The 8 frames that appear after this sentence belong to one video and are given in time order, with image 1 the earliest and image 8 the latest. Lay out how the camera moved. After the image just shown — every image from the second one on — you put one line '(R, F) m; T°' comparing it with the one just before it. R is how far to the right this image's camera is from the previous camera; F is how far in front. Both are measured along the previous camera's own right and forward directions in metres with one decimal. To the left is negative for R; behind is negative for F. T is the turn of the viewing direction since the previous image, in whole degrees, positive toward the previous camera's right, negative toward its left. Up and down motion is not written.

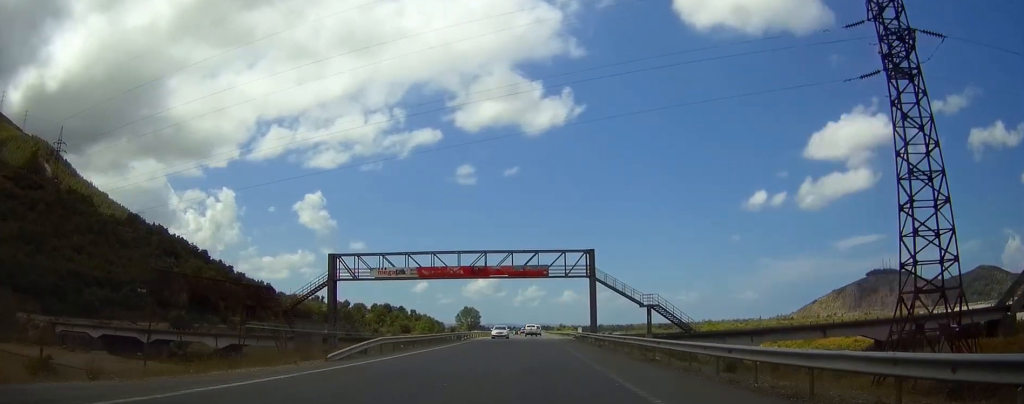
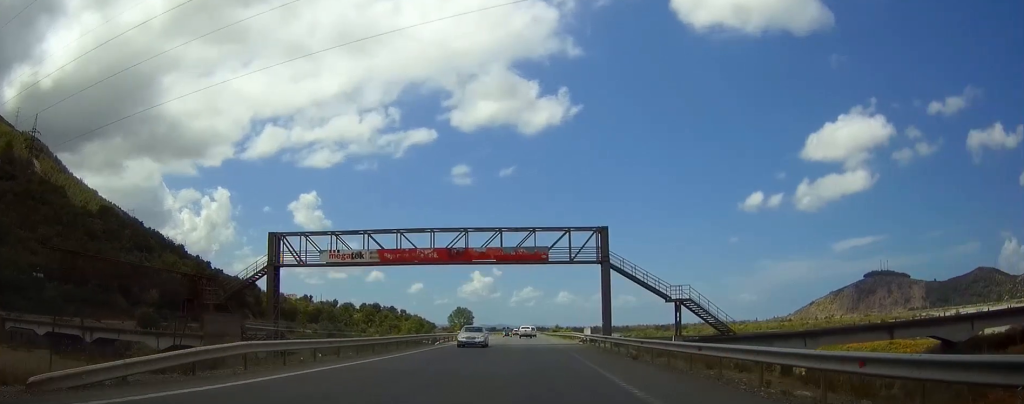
(0.0, +15.1) m; 0°
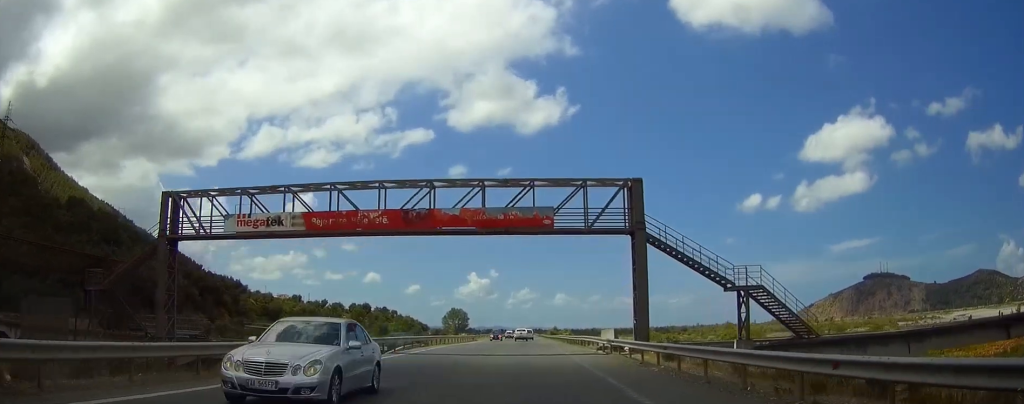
(+0.1, +17.6) m; 0°
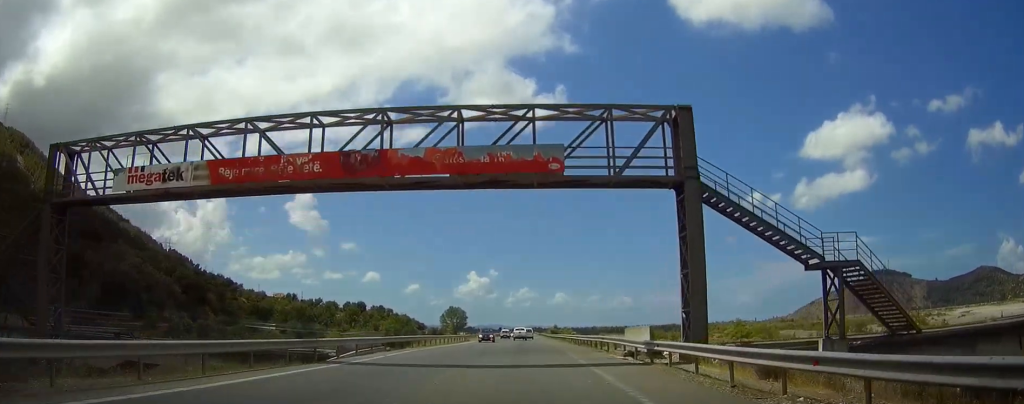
(0.0, +11.6) m; 0°
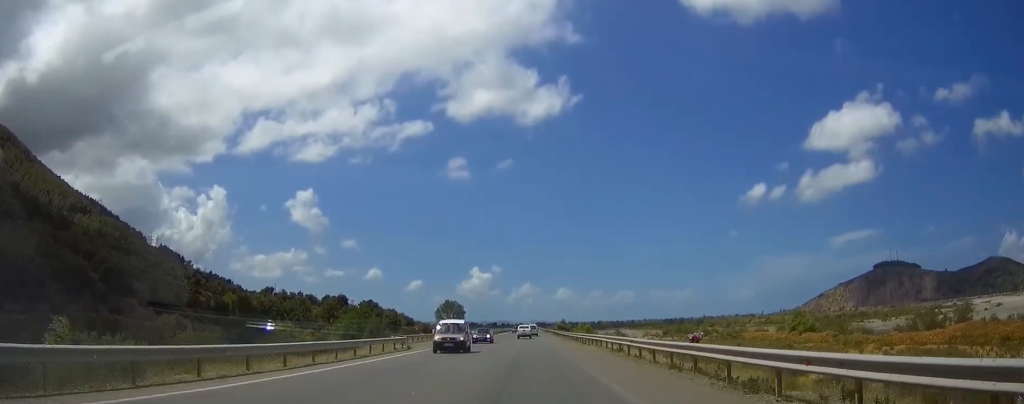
(+0.2, +45.2) m; 0°
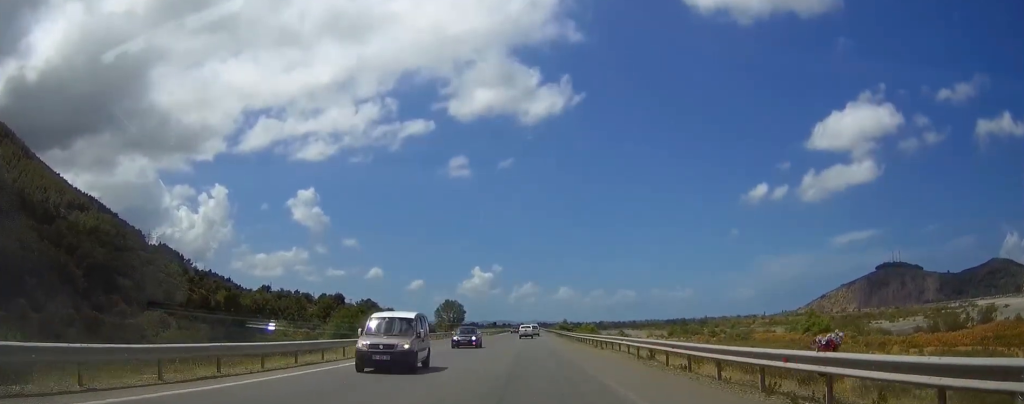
(-0.1, +8.0) m; 0°
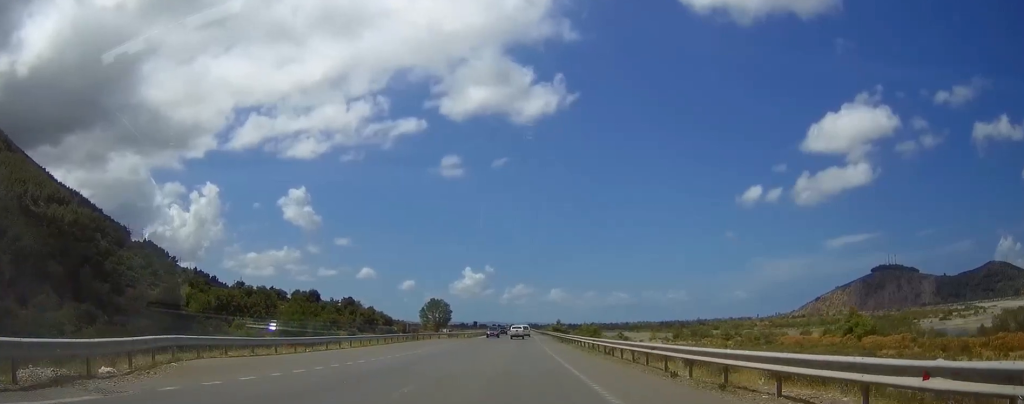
(0.0, +25.6) m; 0°
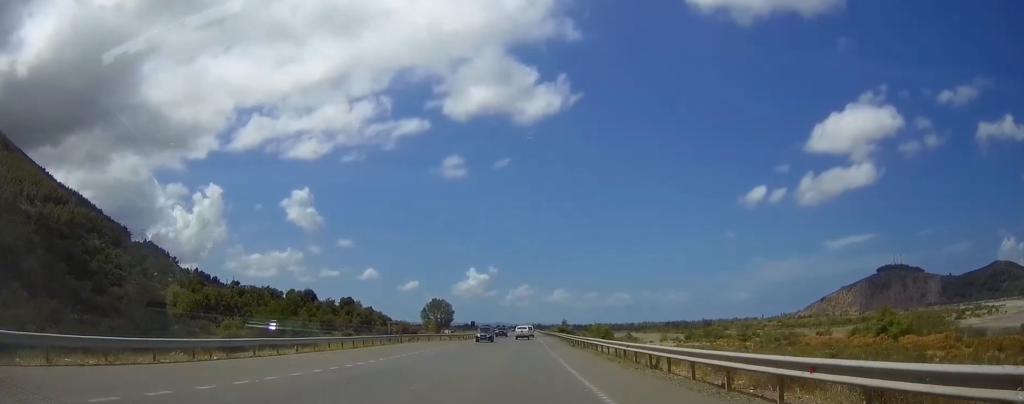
(+0.1, +12.1) m; 0°
